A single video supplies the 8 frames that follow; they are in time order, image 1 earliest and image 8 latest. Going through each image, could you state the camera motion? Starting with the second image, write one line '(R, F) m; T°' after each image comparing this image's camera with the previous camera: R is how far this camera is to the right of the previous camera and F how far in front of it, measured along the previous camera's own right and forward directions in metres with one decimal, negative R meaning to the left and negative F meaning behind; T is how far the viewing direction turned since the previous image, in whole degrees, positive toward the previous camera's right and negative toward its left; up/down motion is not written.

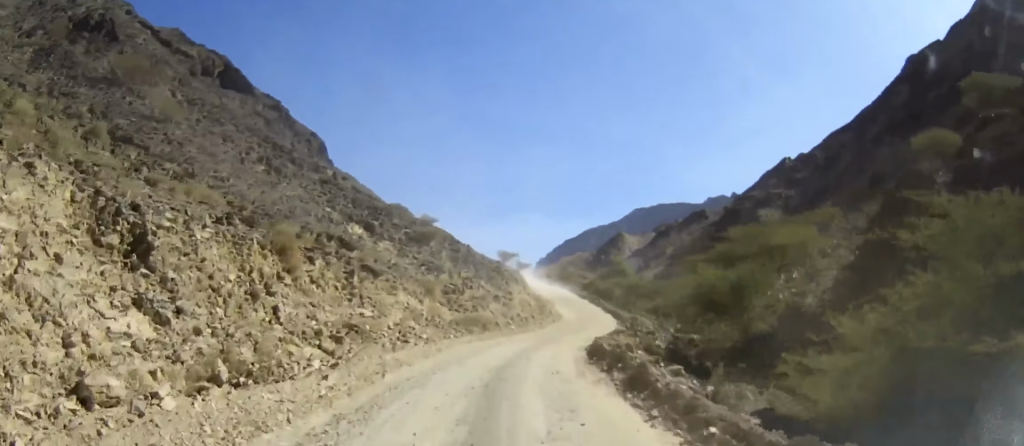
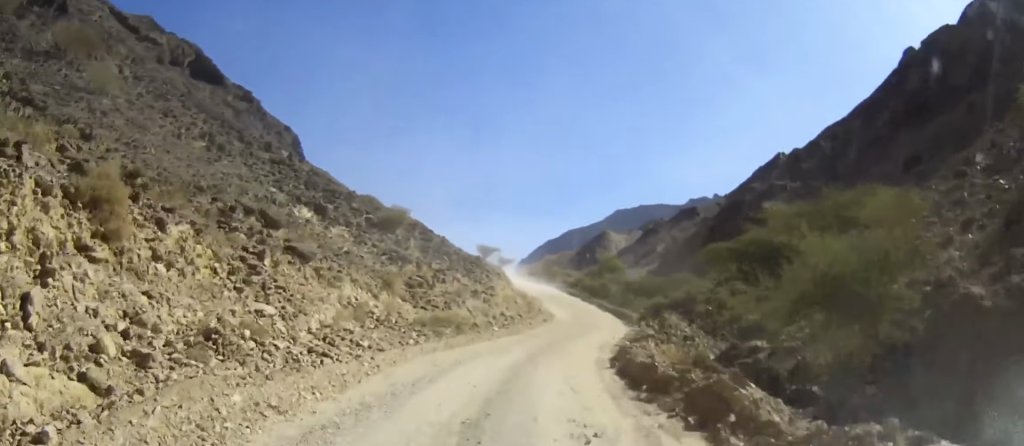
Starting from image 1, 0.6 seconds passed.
(+0.2, +9.5) m; +1°
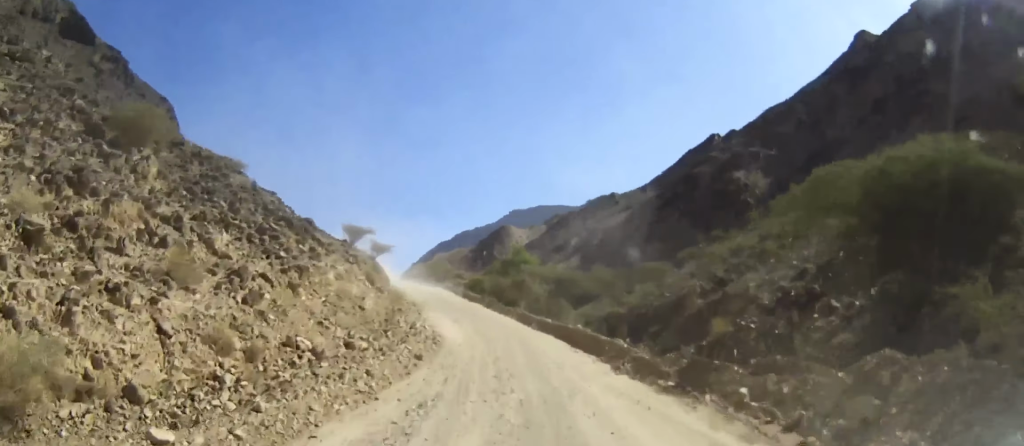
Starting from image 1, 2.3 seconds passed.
(+0.8, +28.4) m; +5°
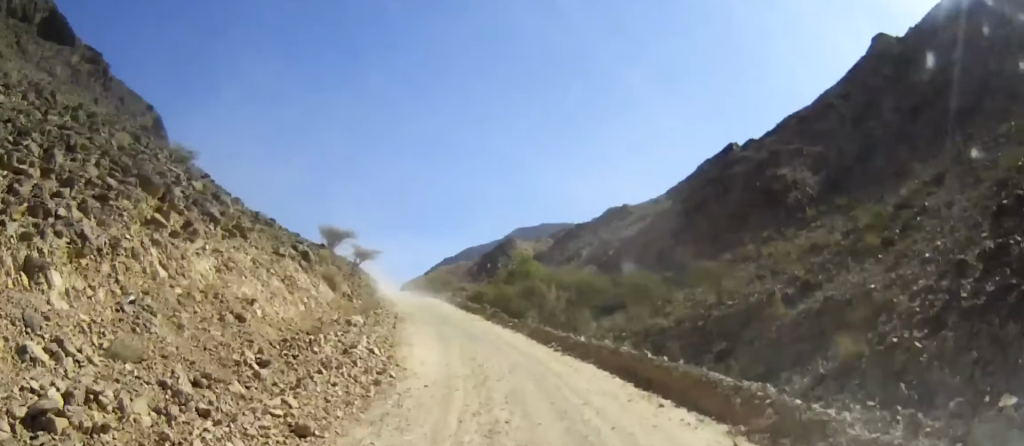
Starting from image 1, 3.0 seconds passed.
(+0.6, +11.8) m; +2°
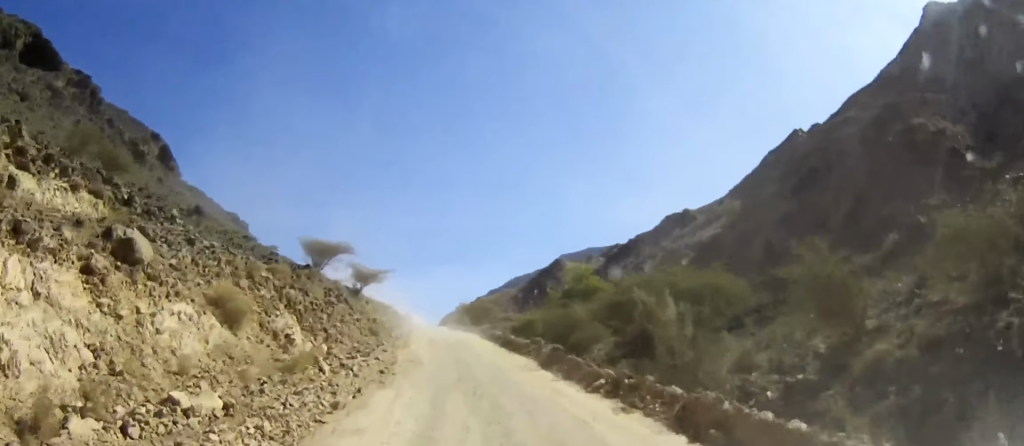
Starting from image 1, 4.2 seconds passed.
(-0.1, +18.2) m; -2°
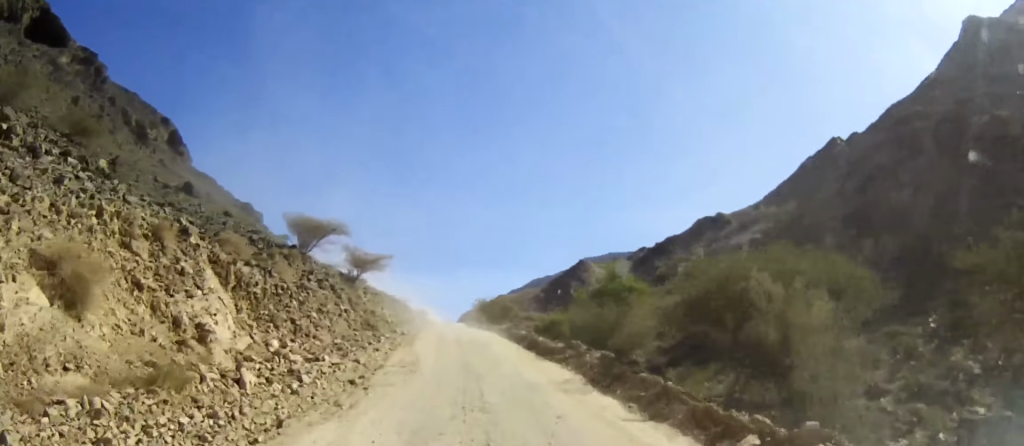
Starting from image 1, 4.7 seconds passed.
(-0.2, +8.5) m; -1°
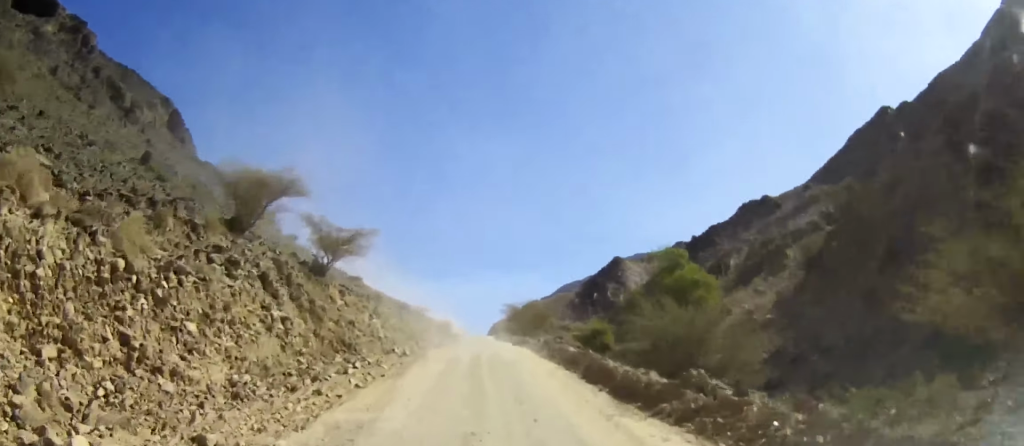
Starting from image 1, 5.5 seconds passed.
(-0.2, +12.5) m; -2°
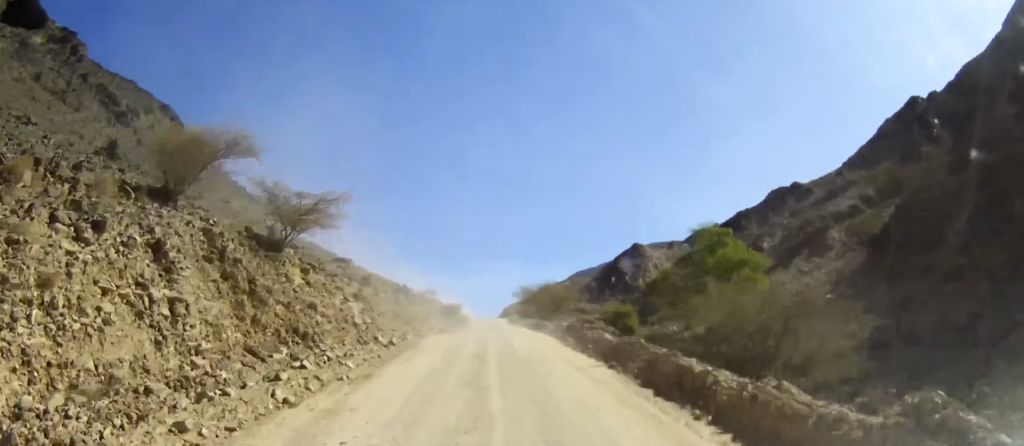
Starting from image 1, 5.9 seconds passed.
(-0.1, +7.3) m; -1°
